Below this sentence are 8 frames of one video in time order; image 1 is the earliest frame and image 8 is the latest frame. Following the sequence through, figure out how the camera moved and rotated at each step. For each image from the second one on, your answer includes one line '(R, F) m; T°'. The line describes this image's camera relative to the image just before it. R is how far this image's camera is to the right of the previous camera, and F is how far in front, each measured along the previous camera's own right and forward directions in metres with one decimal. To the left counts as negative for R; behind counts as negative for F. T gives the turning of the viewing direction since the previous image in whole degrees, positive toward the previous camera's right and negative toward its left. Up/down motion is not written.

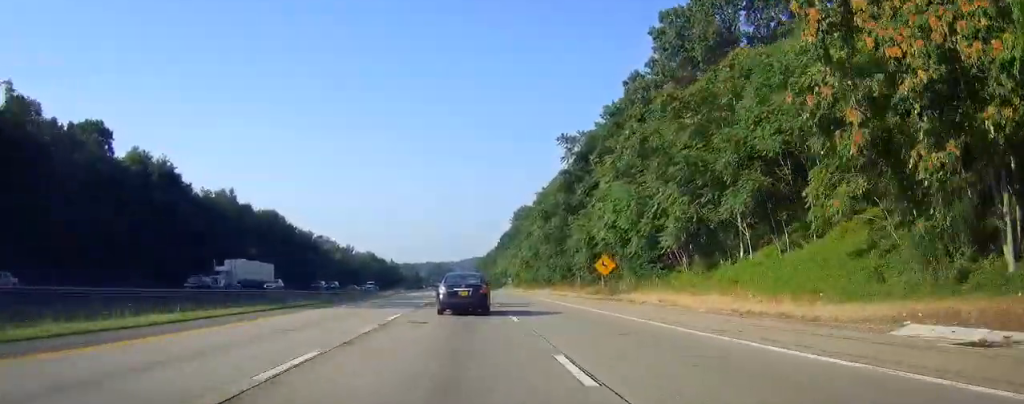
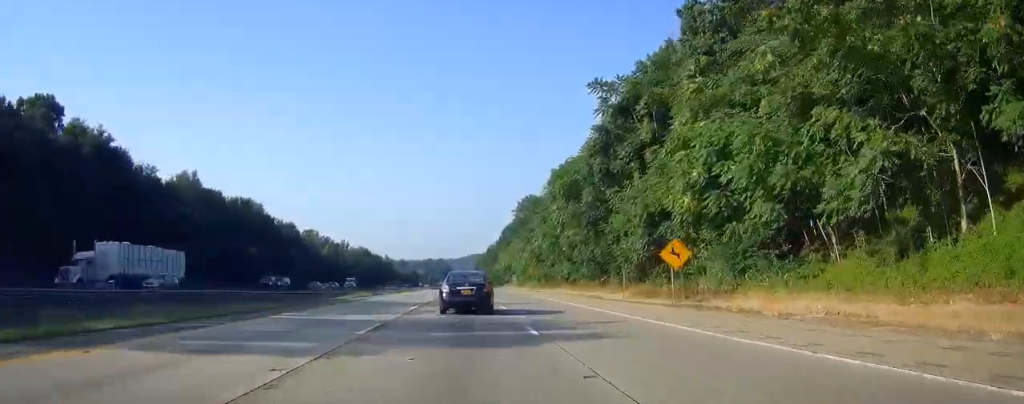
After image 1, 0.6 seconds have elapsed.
(0.0, +18.2) m; 0°
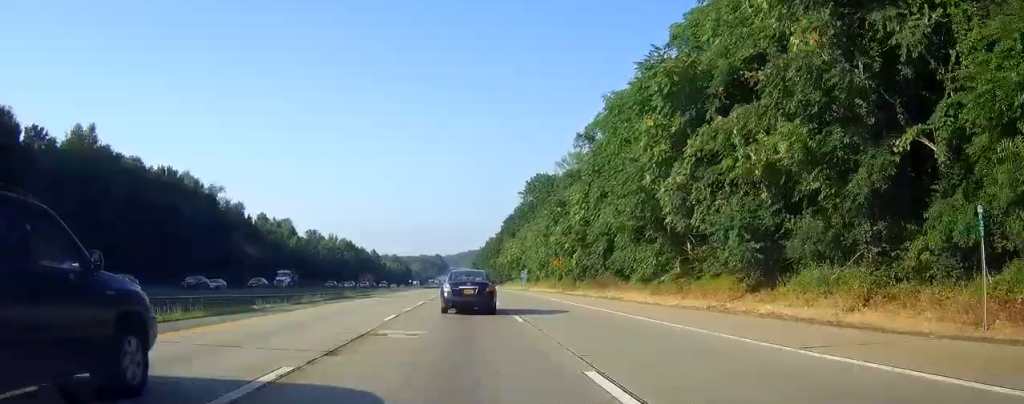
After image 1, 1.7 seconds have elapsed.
(+0.1, +33.4) m; 0°
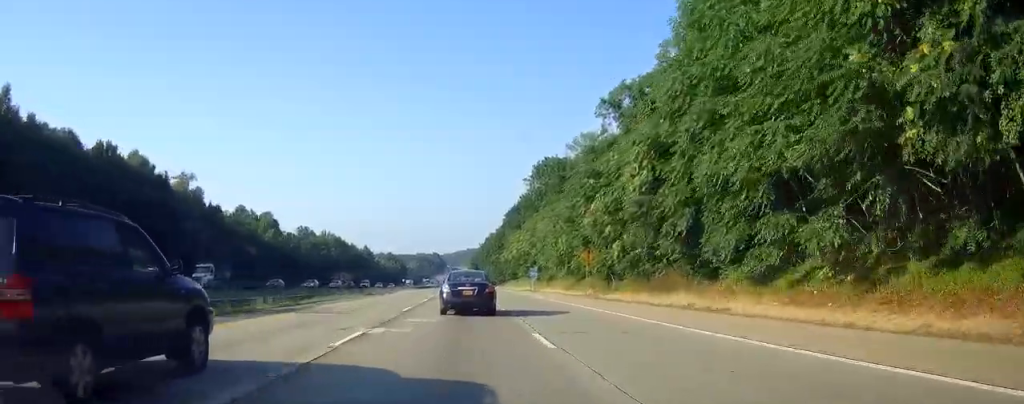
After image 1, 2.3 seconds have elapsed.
(0.0, +19.2) m; 0°
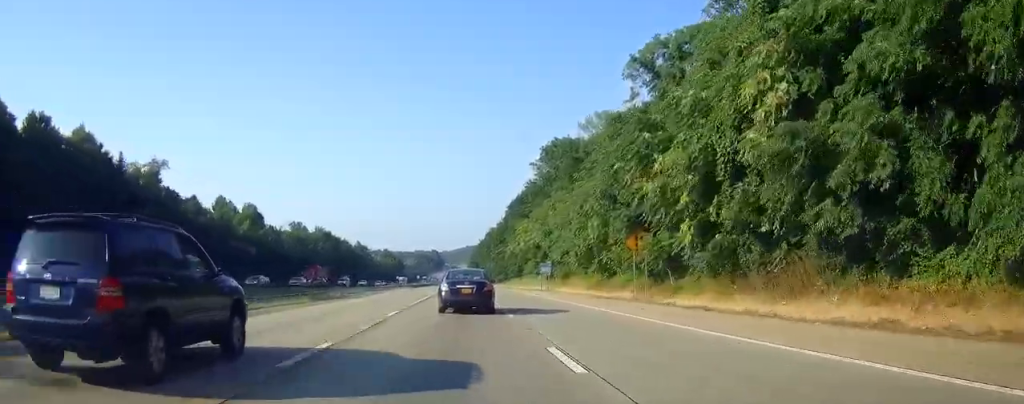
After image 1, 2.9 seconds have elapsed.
(0.0, +16.2) m; 0°
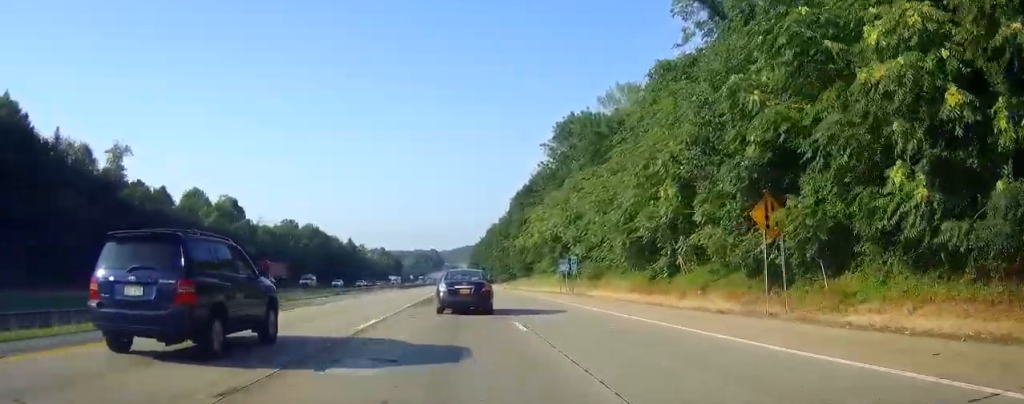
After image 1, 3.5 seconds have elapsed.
(0.0, +18.1) m; 0°
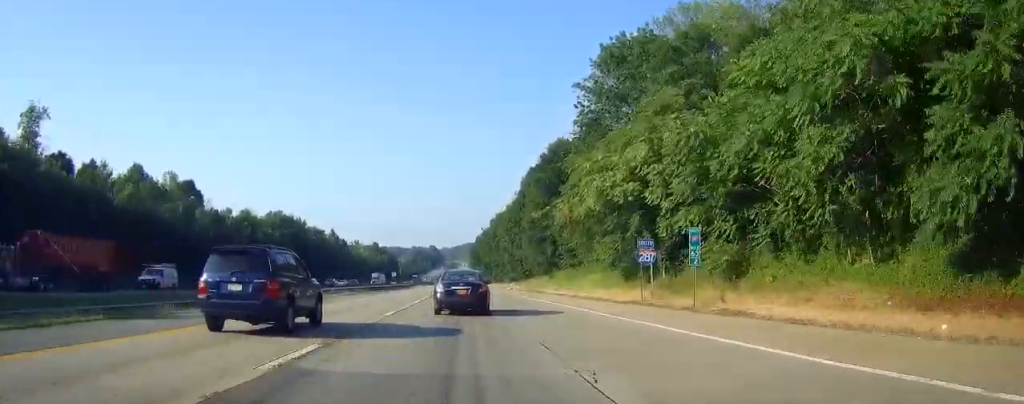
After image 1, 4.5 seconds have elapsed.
(+0.1, +32.1) m; 0°
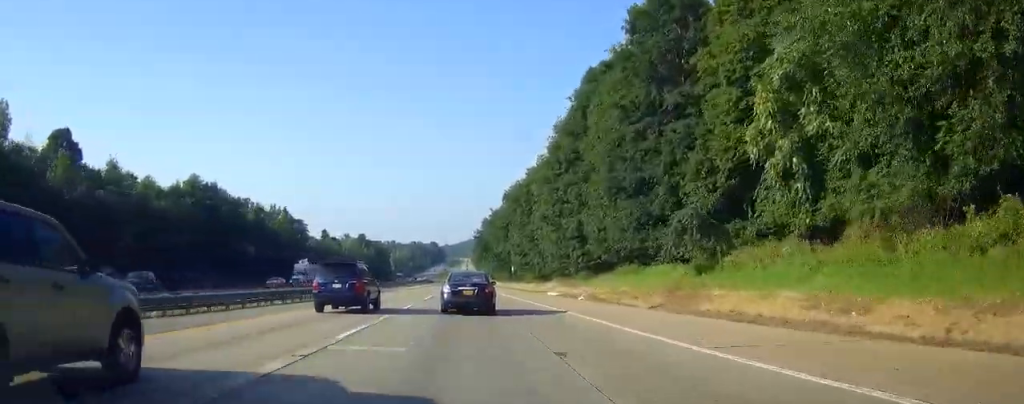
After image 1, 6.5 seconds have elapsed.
(-0.2, +57.9) m; 0°
